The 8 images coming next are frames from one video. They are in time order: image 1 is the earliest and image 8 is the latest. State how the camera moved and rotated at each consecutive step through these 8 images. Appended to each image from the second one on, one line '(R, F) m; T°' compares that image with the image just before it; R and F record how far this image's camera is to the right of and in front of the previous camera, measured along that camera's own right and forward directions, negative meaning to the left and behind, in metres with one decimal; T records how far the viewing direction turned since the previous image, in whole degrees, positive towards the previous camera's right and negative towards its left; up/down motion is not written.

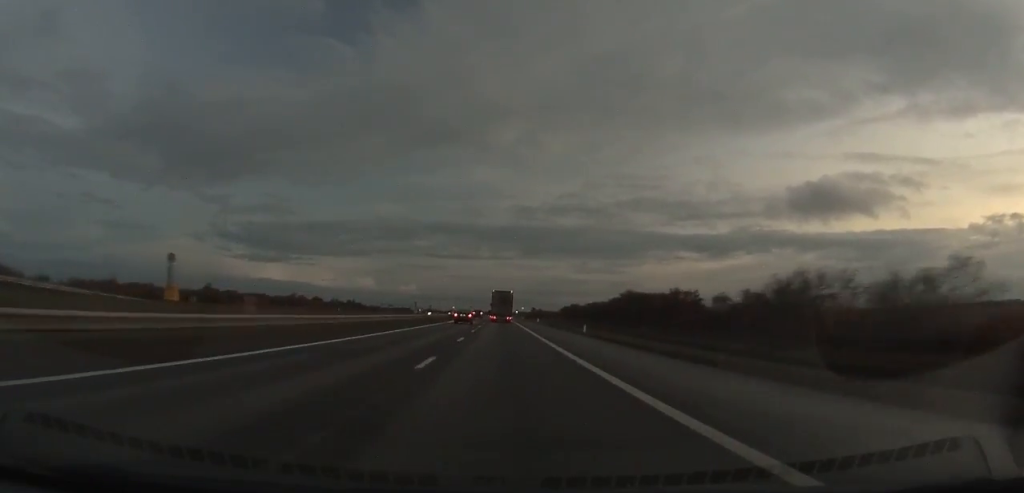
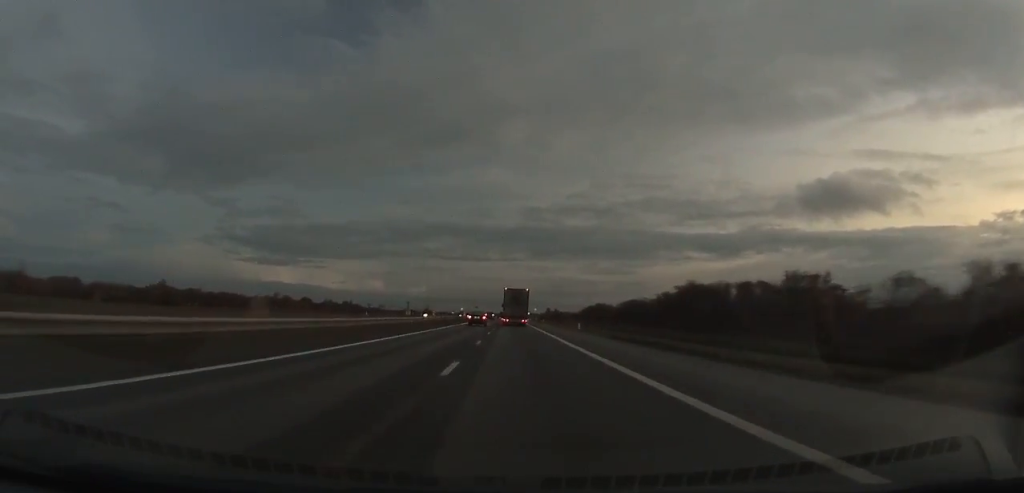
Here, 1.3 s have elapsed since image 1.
(+0.2, +38.2) m; 0°
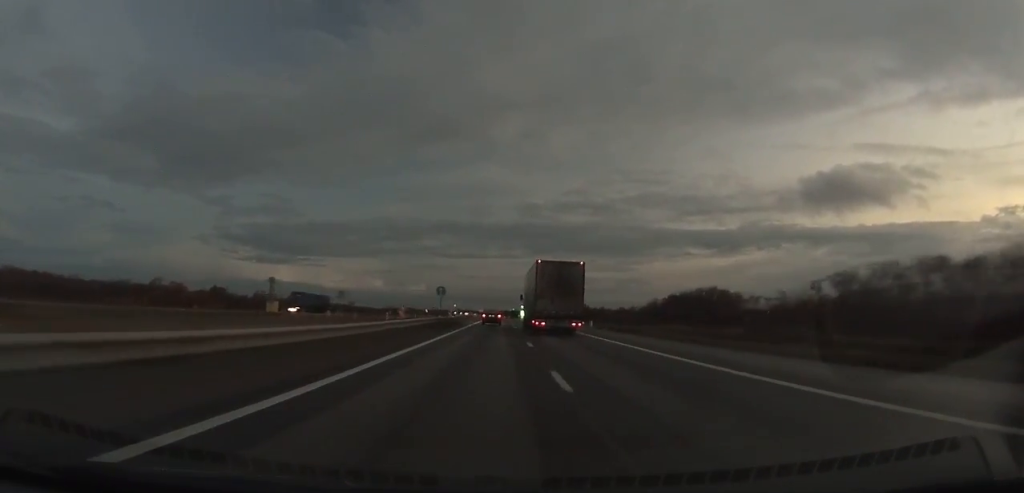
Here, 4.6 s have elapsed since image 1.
(-1.1, +97.9) m; -1°
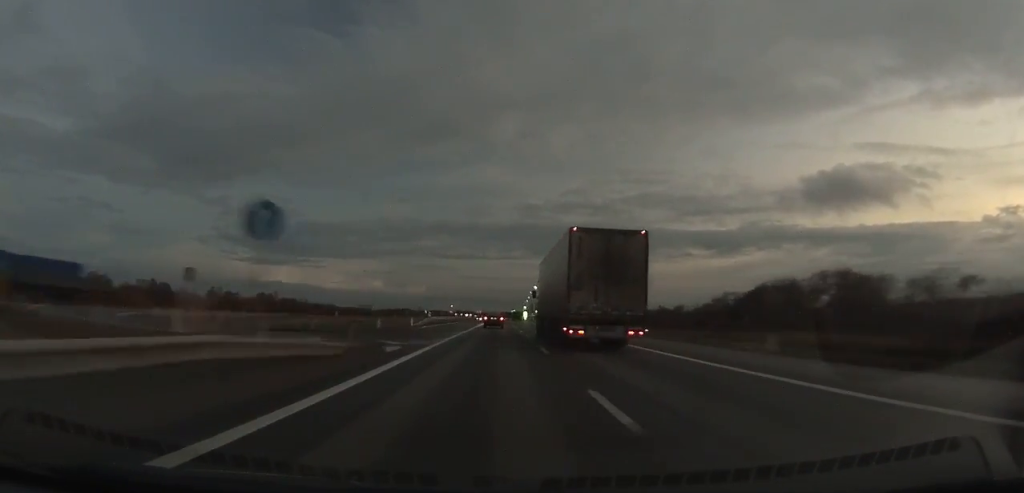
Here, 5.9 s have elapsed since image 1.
(+0.1, +38.6) m; 0°
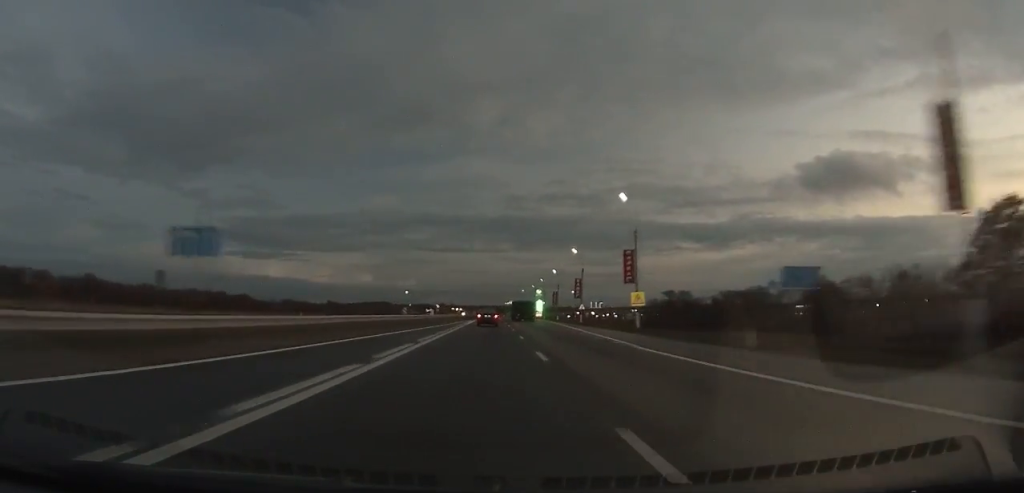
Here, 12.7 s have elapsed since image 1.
(+0.8, +198.2) m; 0°
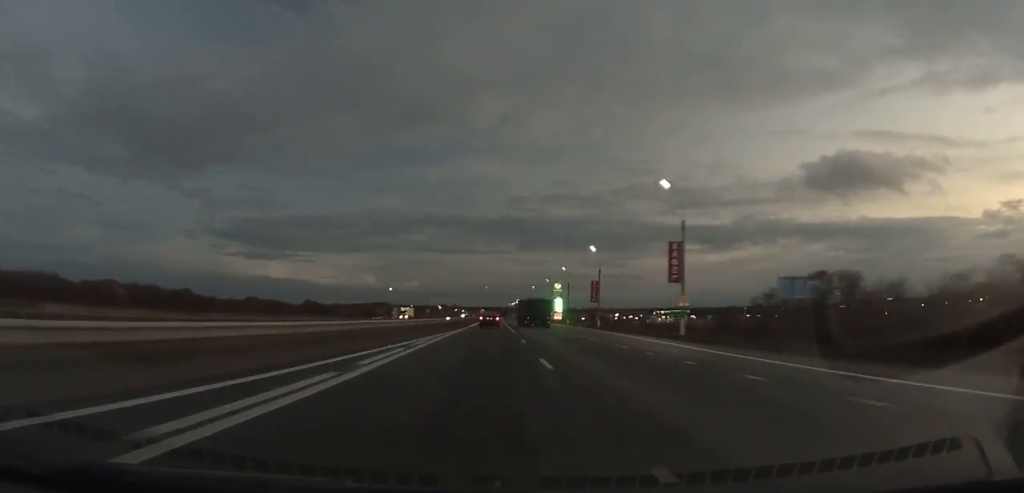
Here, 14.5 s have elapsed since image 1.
(+0.1, +51.2) m; 0°
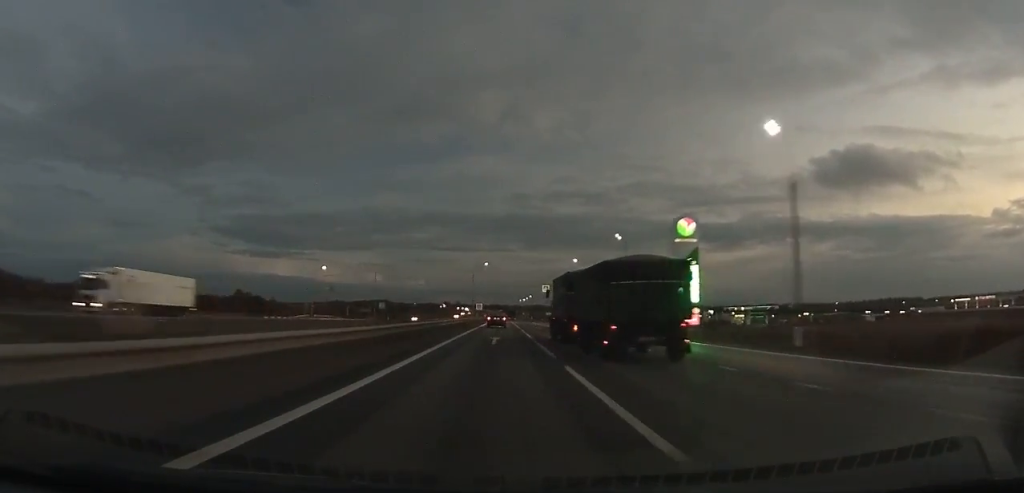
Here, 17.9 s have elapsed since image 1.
(+0.1, +95.9) m; 0°
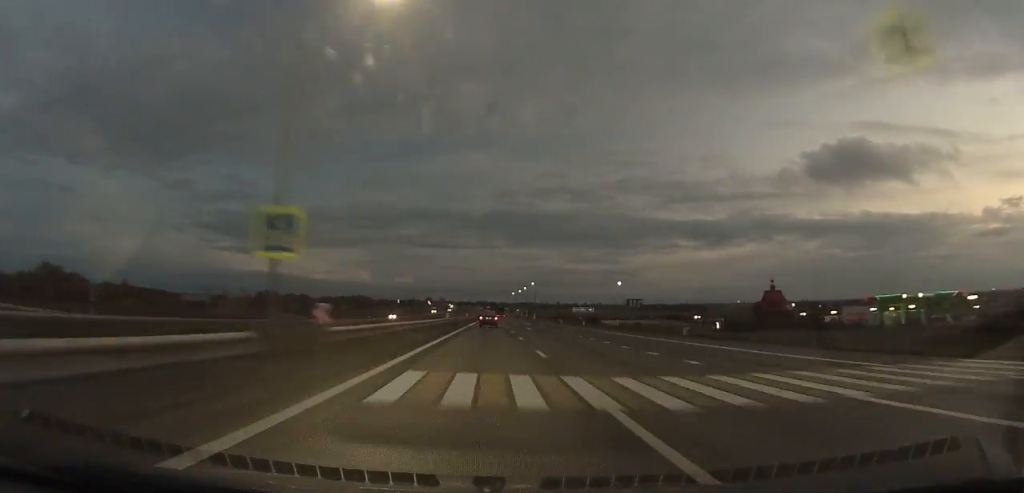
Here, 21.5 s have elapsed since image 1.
(-0.1, +101.9) m; 0°
